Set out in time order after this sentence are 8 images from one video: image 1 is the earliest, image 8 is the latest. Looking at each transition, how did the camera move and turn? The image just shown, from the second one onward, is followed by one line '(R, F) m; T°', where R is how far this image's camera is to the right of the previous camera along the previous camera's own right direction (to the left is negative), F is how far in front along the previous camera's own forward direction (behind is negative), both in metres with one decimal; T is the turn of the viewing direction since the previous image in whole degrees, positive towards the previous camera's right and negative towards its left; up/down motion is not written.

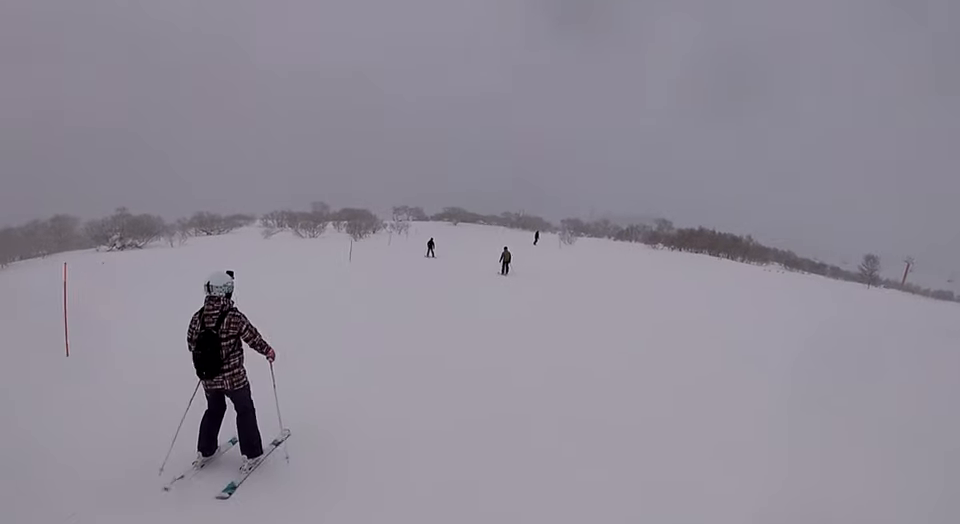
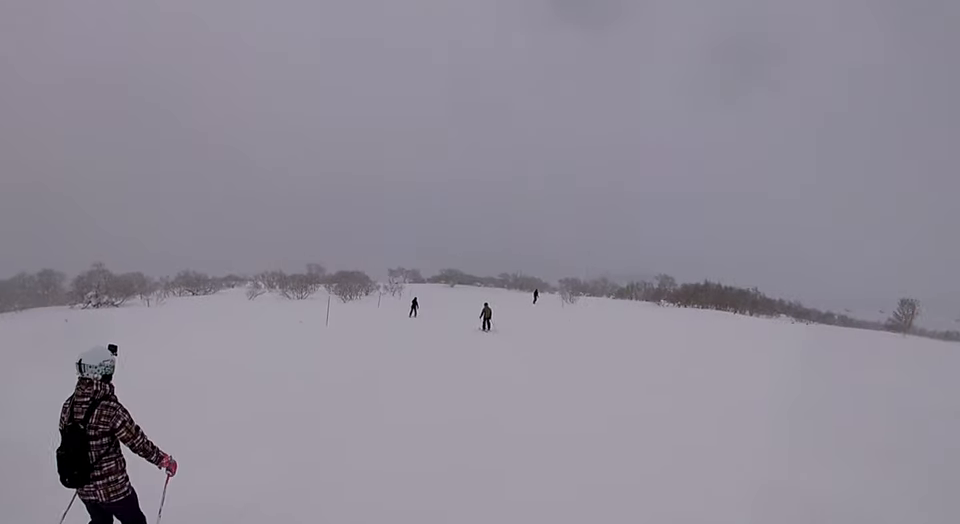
(-0.1, +4.6) m; -4°
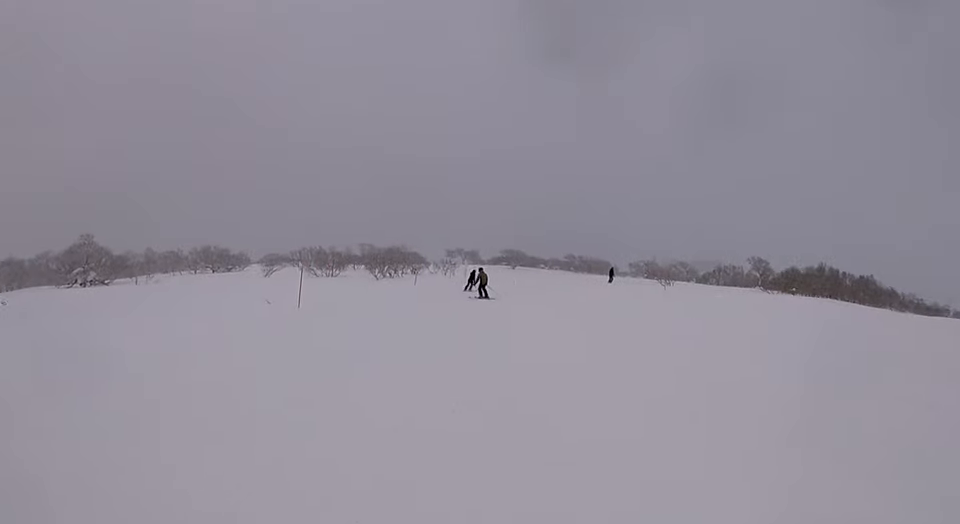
(-0.6, +12.2) m; 0°
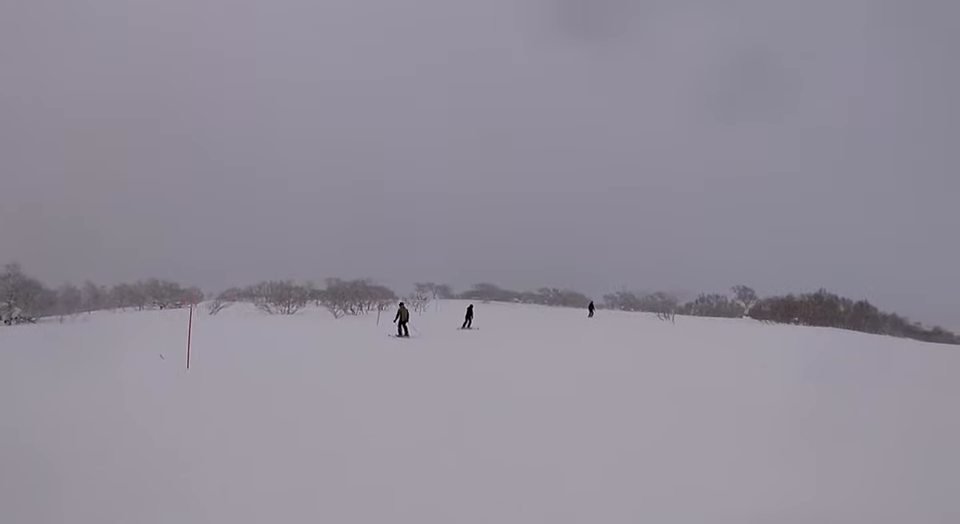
(+0.3, +6.0) m; +3°
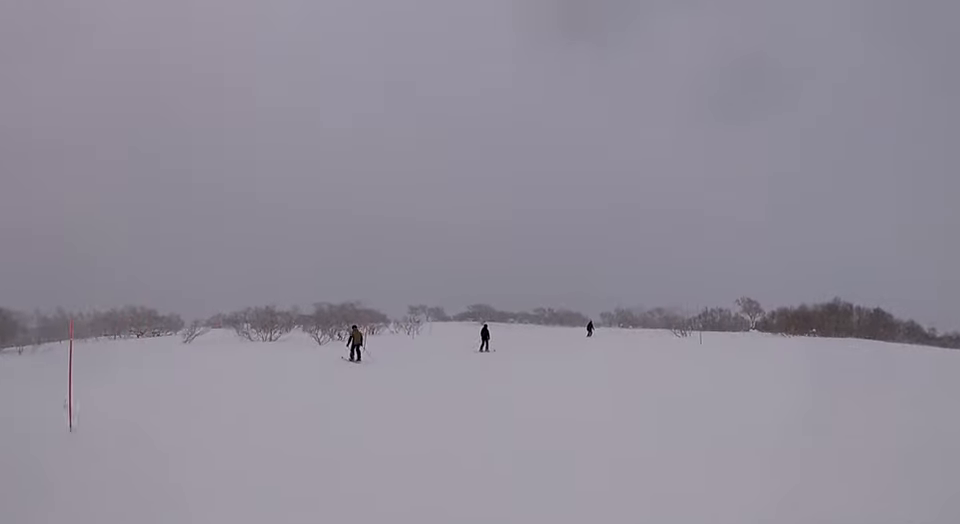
(0.0, +3.9) m; -2°
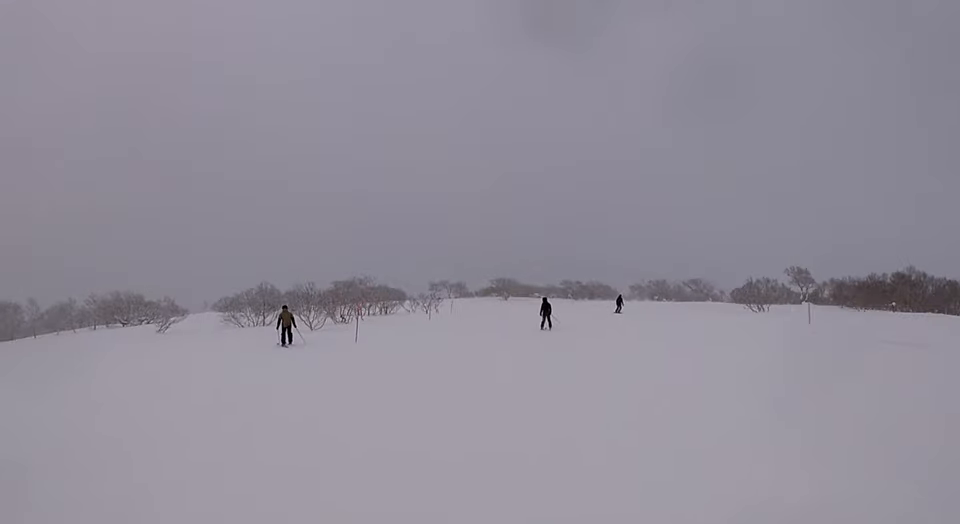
(0.0, +7.2) m; -5°
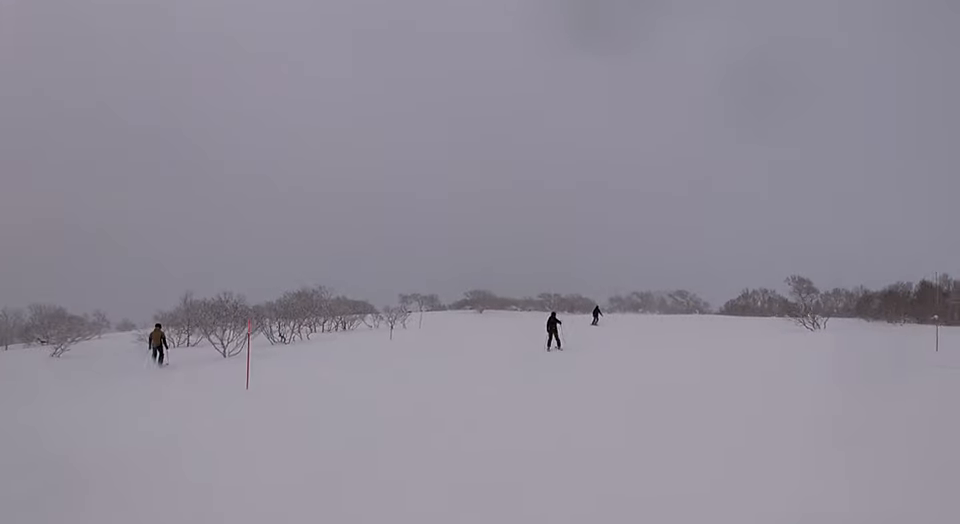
(-0.9, +7.7) m; +5°
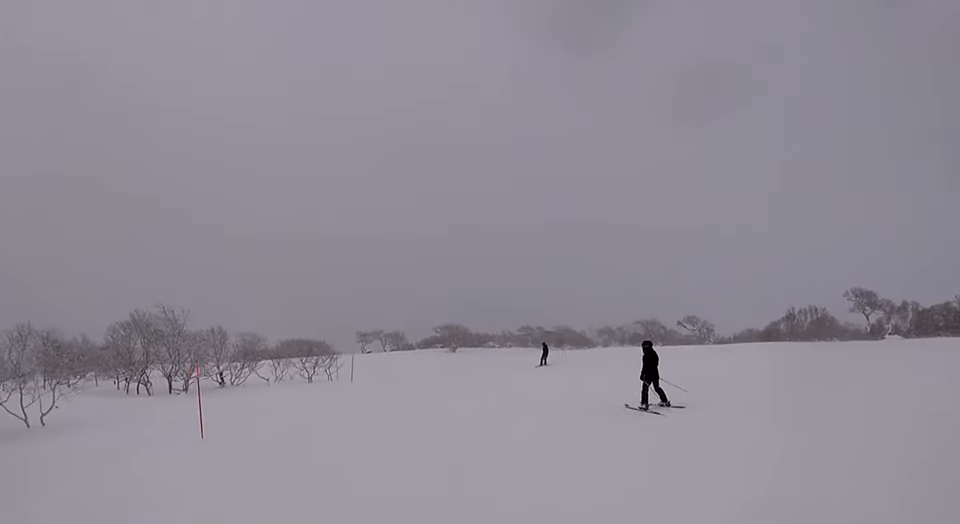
(+1.6, +20.1) m; +4°
